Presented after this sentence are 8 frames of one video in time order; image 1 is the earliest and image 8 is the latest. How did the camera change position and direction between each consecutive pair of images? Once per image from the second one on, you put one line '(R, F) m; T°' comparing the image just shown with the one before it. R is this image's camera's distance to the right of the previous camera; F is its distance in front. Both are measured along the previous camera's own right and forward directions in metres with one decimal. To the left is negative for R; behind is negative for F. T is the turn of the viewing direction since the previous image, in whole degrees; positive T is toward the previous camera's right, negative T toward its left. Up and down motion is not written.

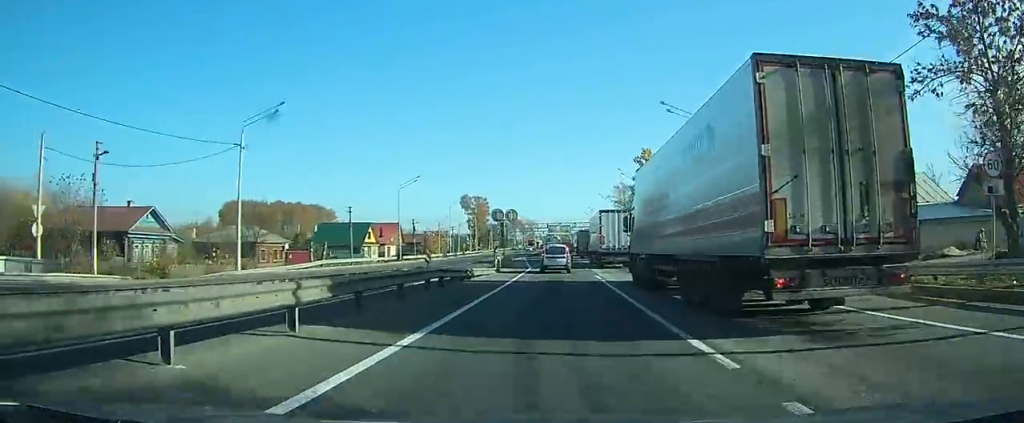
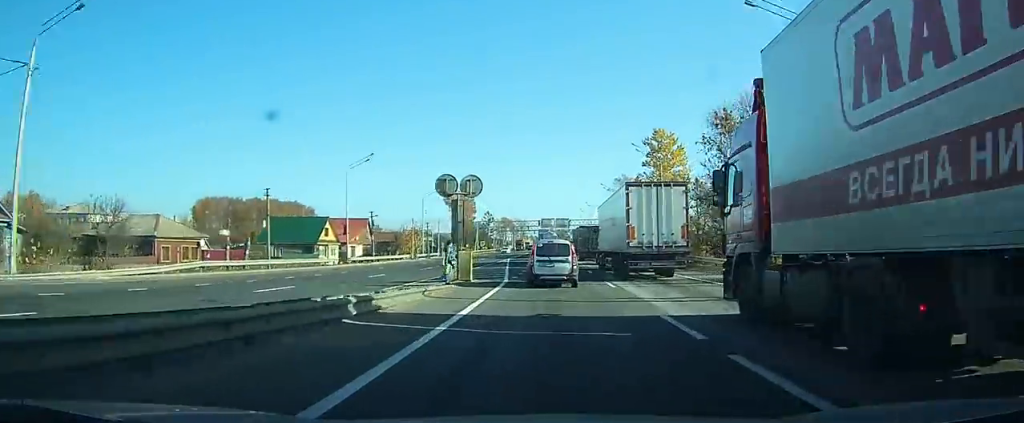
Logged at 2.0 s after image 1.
(0.0, +15.9) m; +1°
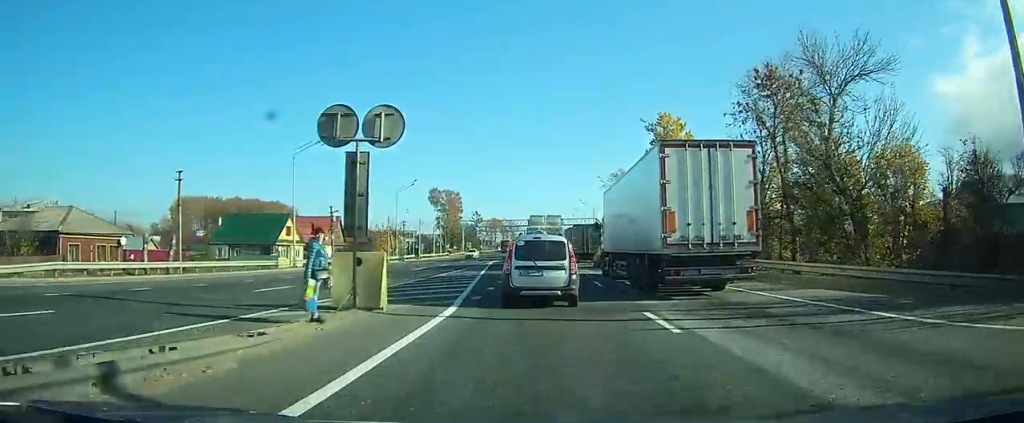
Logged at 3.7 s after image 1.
(+0.2, +10.1) m; +1°
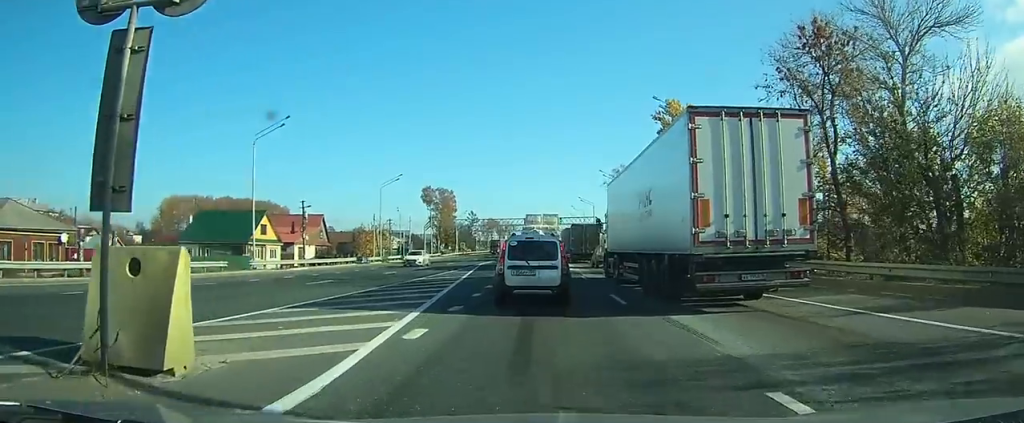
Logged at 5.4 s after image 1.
(0.0, +8.4) m; 0°
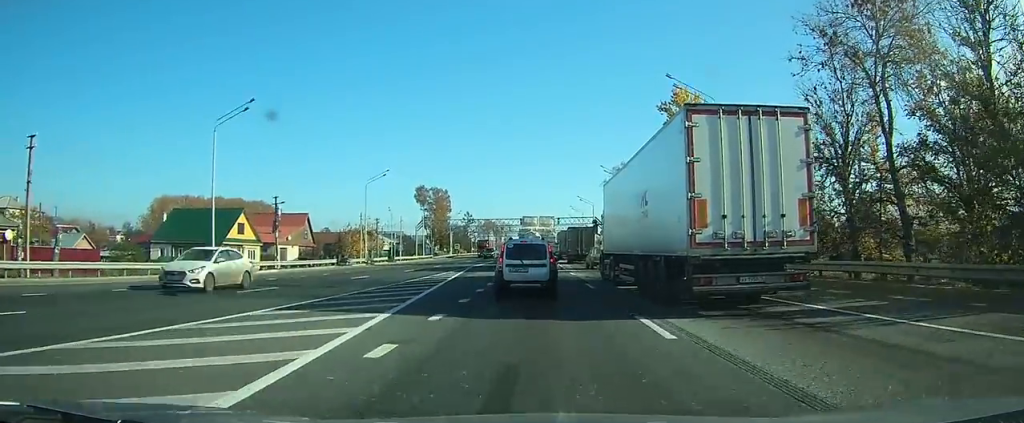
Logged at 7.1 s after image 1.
(0.0, +6.8) m; -1°
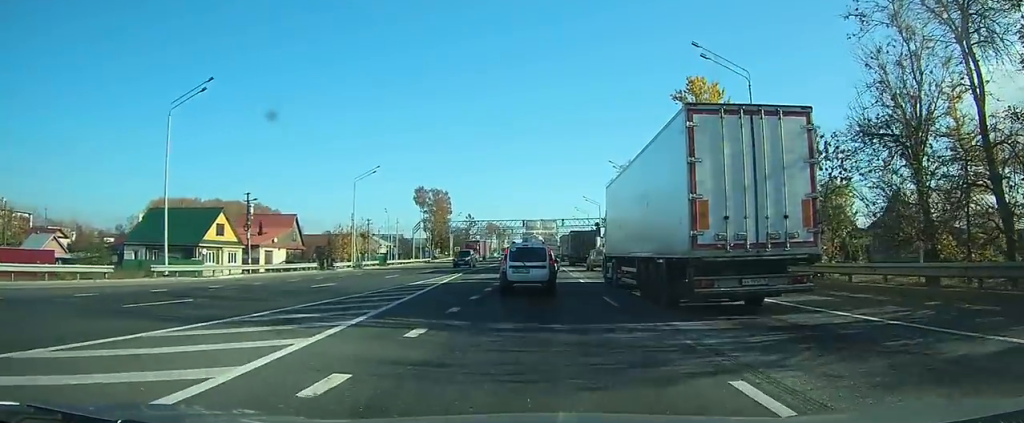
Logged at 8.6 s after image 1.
(-0.1, +6.1) m; 0°
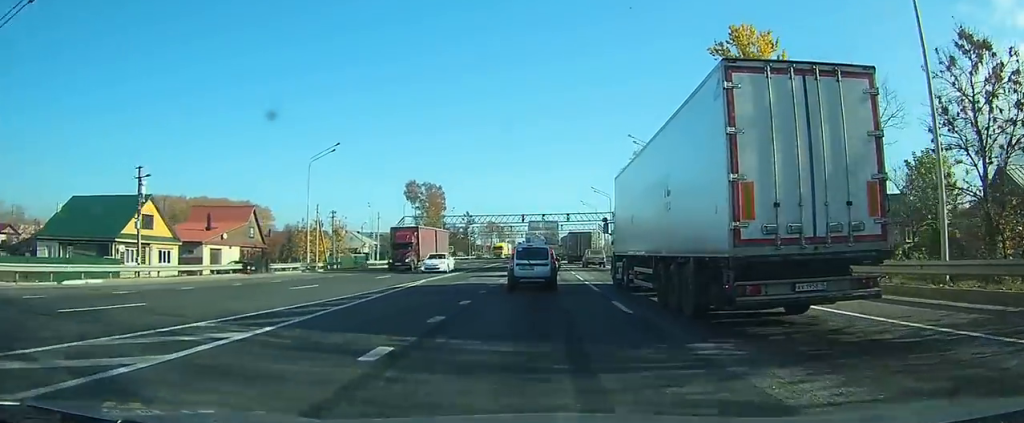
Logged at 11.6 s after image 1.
(+0.2, +12.6) m; +2°
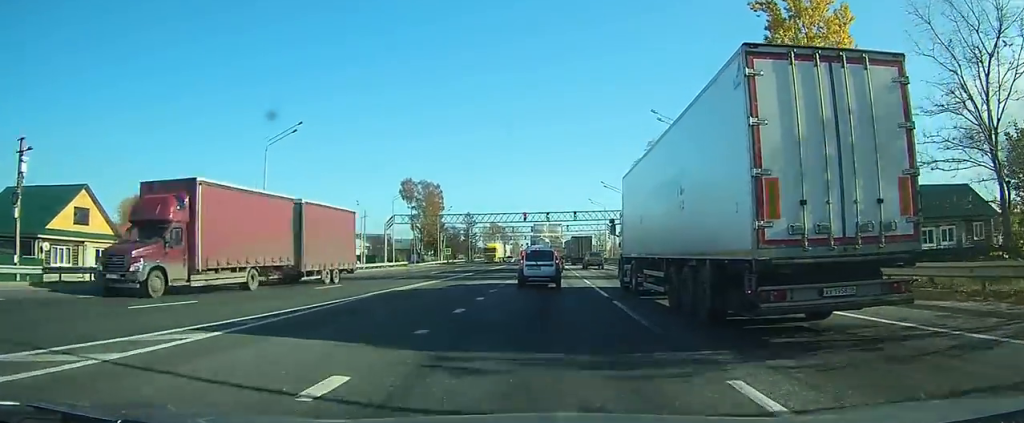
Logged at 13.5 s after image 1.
(0.0, +9.5) m; 0°
